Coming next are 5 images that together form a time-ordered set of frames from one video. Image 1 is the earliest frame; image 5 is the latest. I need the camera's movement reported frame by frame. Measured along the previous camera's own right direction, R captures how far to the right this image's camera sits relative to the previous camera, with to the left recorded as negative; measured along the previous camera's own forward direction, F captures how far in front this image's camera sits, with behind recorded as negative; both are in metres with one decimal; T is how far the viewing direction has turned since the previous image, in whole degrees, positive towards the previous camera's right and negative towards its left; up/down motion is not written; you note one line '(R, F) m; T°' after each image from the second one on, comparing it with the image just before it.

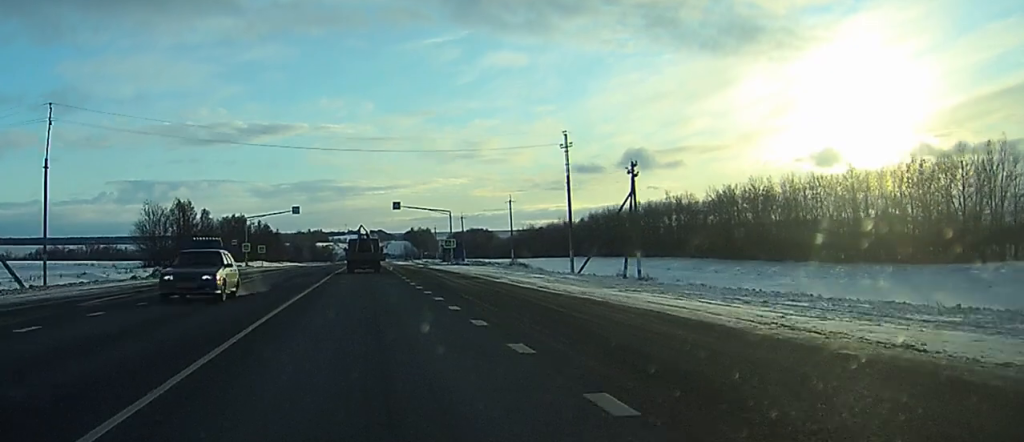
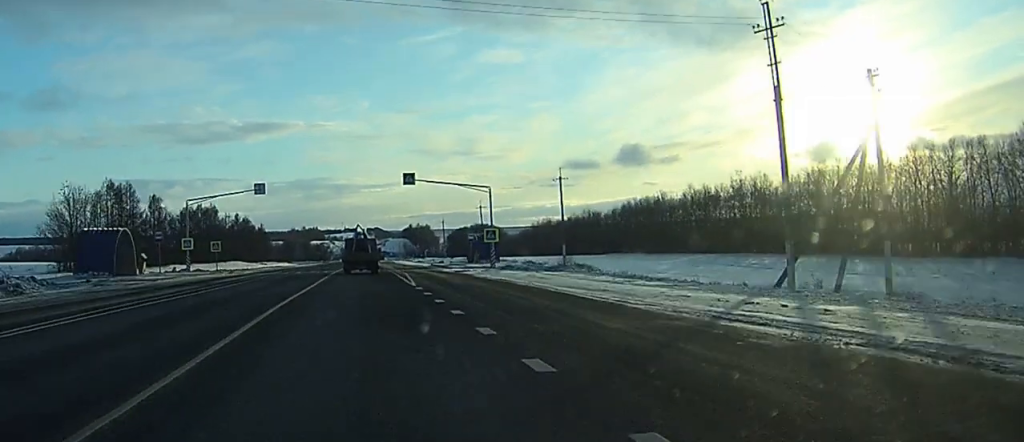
(0.0, +33.5) m; 0°
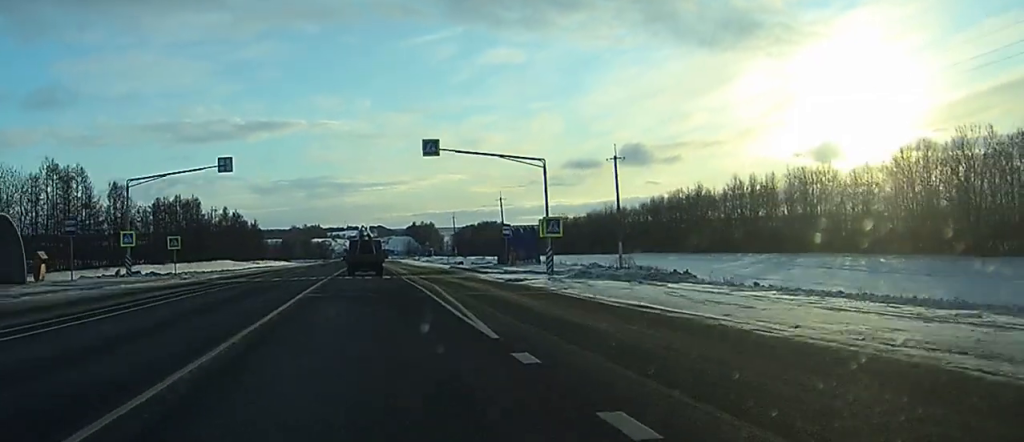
(0.0, +19.0) m; 0°
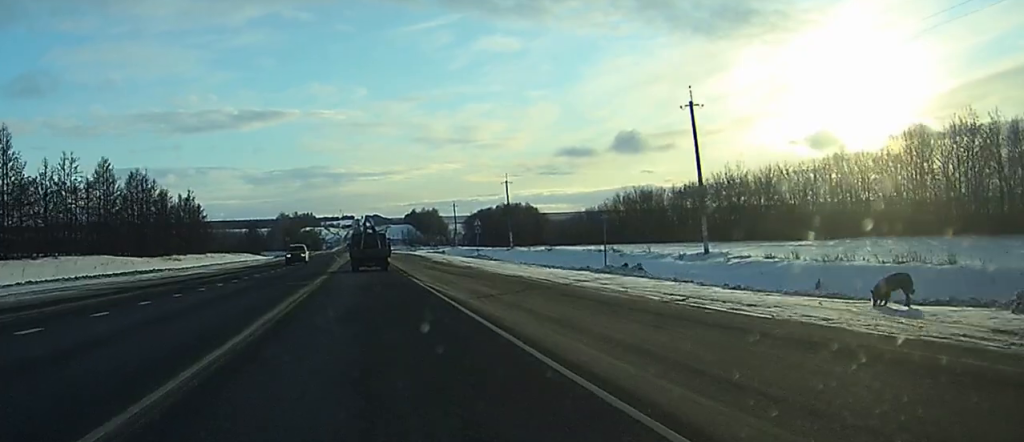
(+0.4, +75.6) m; +1°
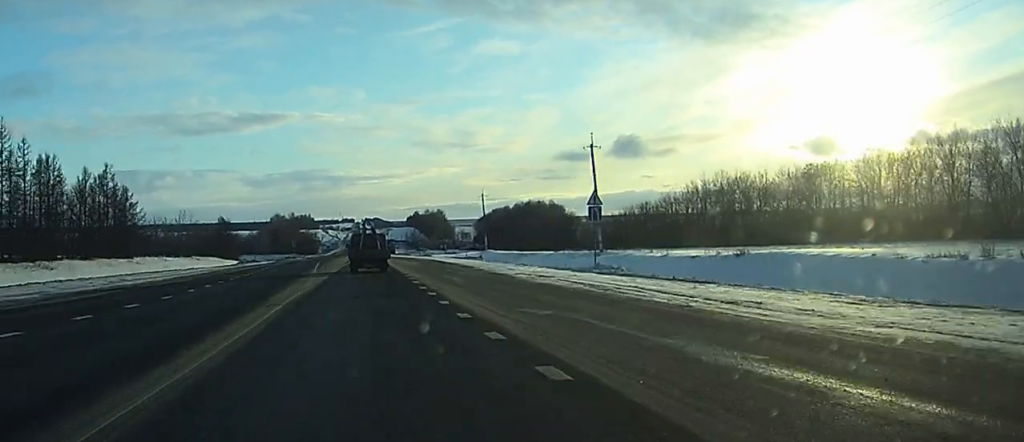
(-0.1, +43.8) m; 0°
